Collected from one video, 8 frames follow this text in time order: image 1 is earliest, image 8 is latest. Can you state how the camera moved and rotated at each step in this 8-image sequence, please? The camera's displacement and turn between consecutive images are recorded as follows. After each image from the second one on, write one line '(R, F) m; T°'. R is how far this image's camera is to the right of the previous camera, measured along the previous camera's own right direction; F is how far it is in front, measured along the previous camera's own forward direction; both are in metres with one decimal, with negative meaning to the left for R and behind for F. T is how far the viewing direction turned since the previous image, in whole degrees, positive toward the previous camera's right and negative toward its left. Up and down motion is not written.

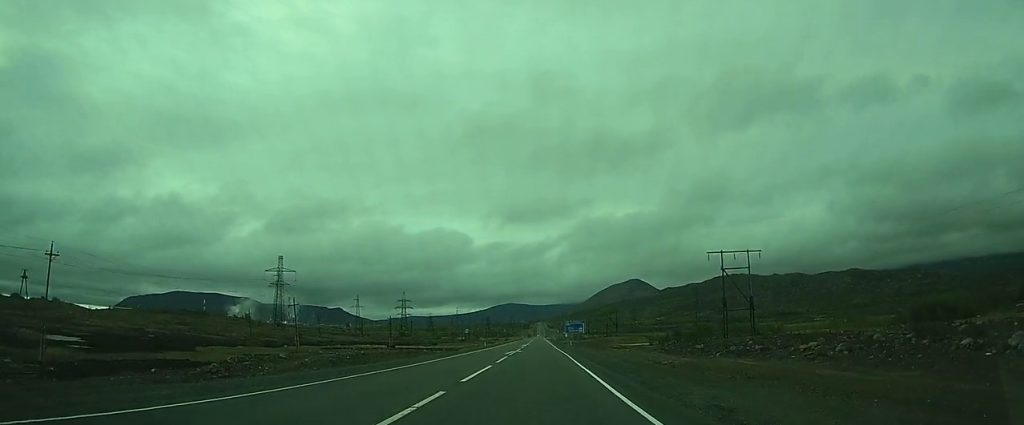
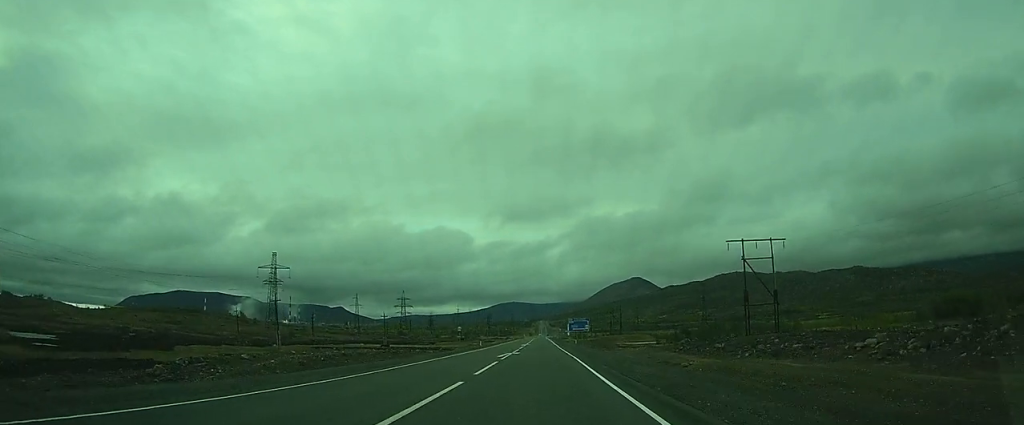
(0.0, +9.2) m; 0°
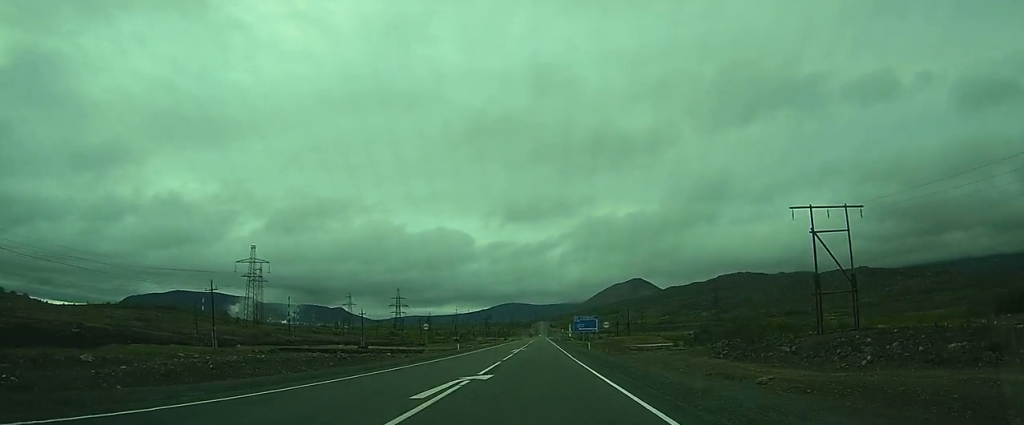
(-0.2, +22.1) m; -1°
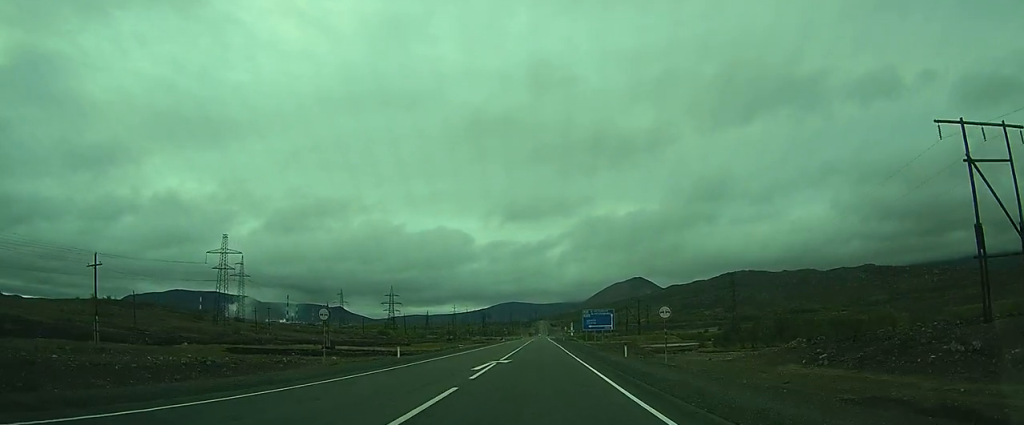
(0.0, +25.4) m; 0°
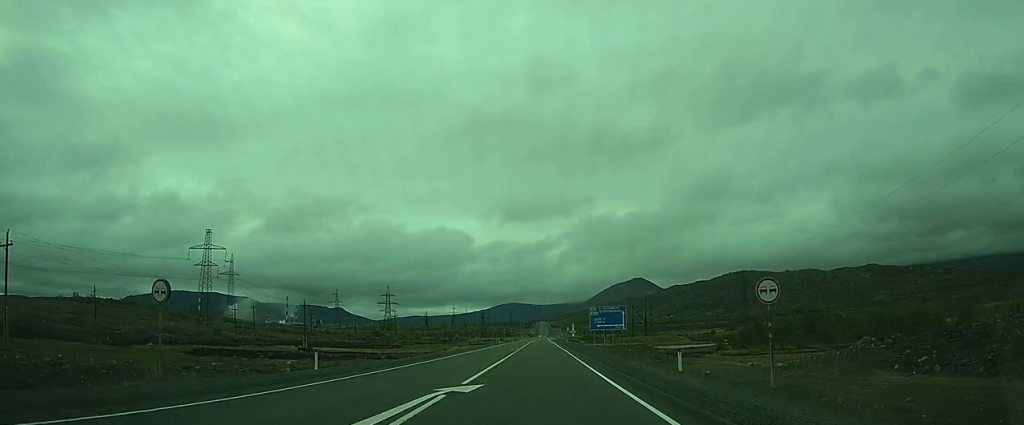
(0.0, +13.2) m; 0°
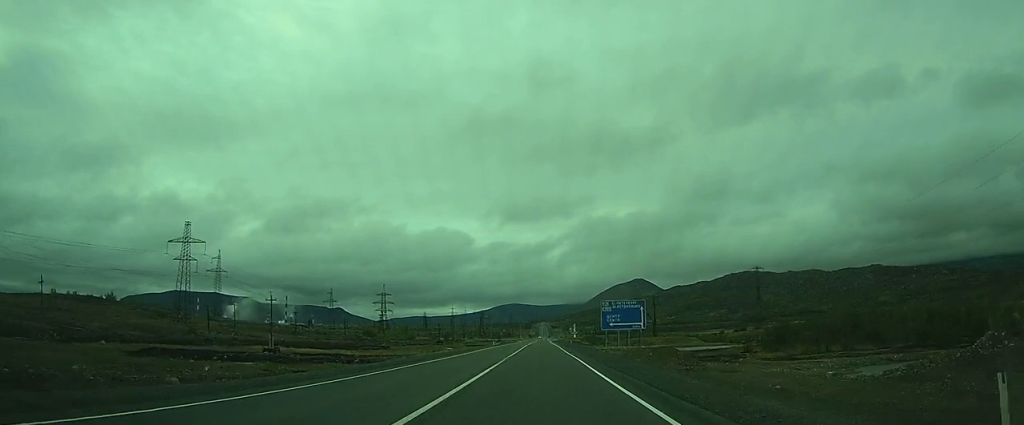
(+0.1, +15.4) m; -1°
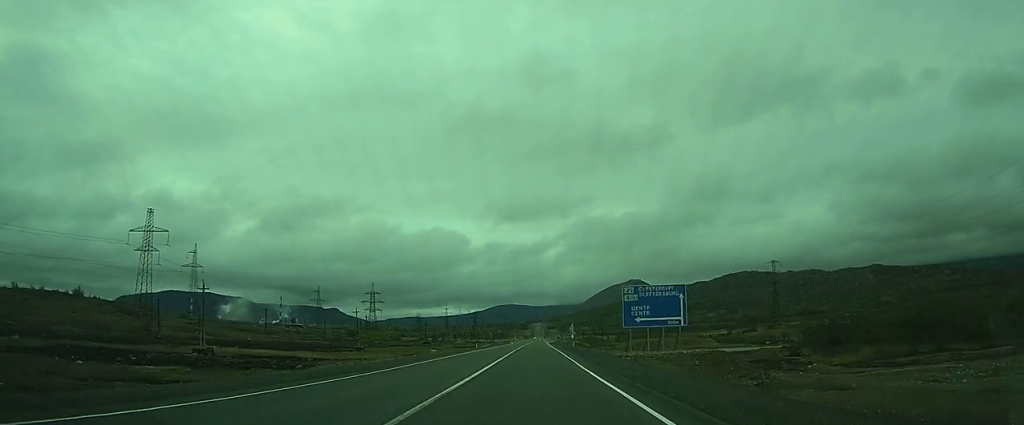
(-0.3, +21.7) m; -2°
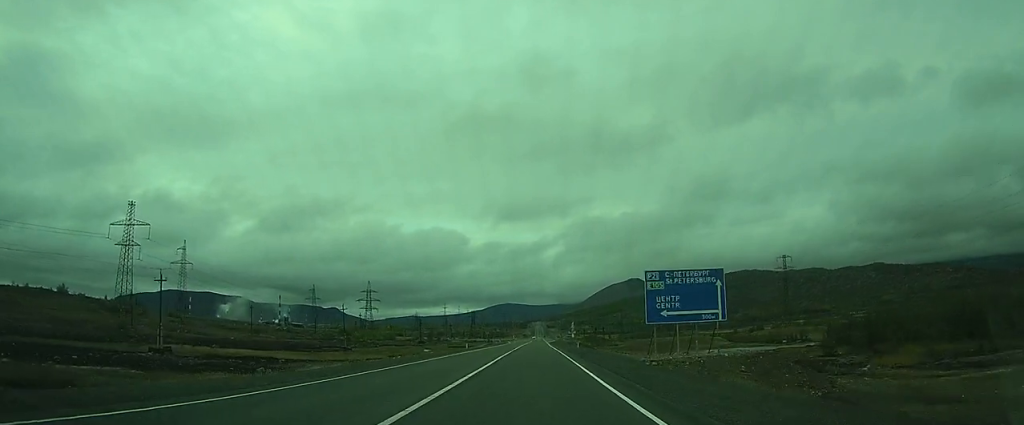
(-0.1, +10.7) m; 0°
